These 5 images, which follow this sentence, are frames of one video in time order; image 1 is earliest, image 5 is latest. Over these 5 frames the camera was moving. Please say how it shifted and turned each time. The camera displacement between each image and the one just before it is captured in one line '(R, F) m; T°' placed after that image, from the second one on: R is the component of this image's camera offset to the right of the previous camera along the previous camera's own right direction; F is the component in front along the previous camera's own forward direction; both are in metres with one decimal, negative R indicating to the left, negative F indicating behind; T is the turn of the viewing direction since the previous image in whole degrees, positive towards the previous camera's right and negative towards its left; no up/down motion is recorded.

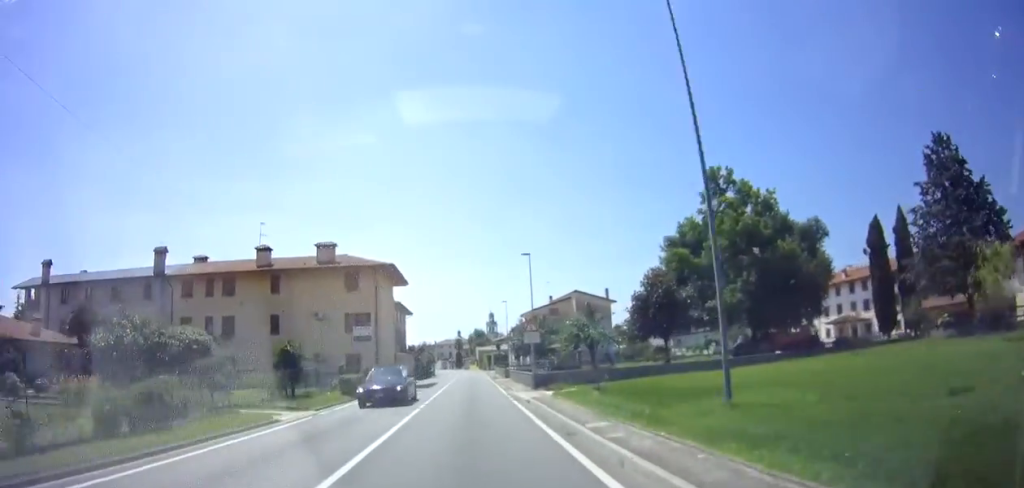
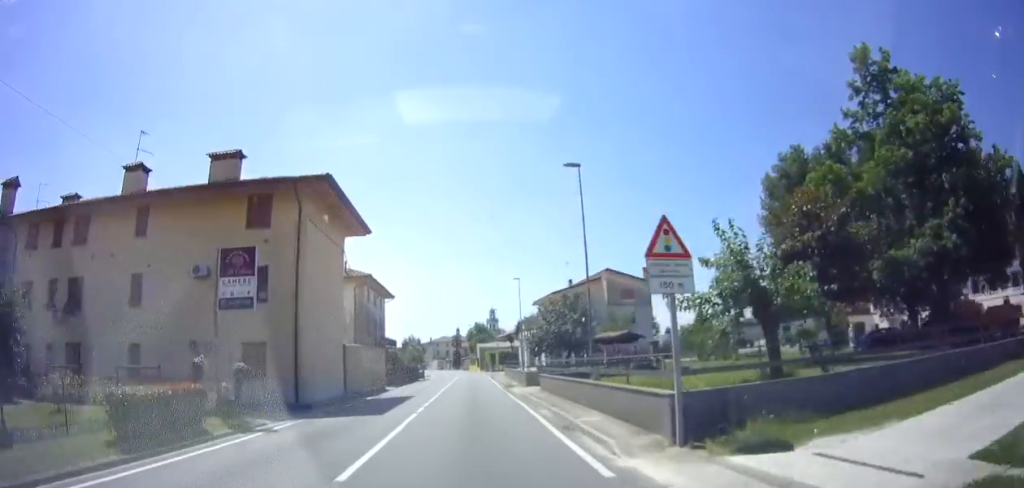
(0.0, +18.5) m; 0°
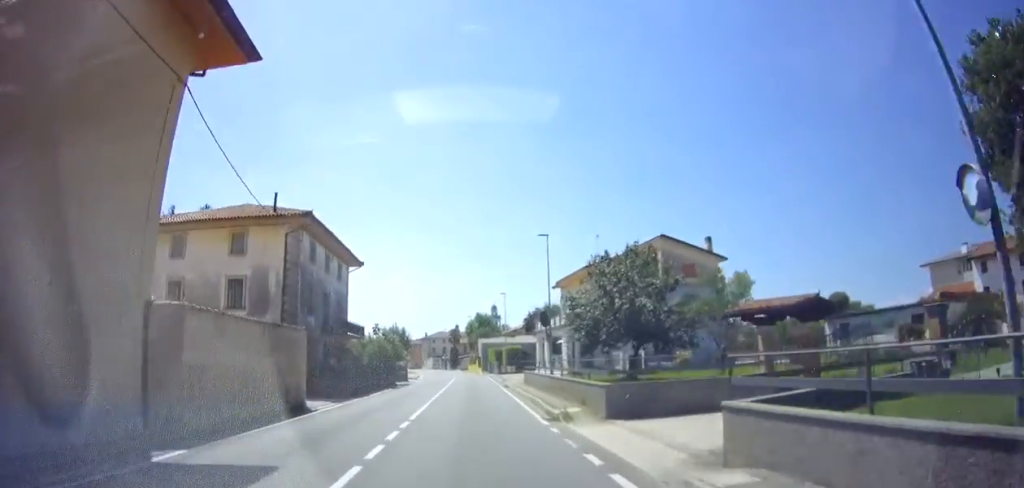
(0.0, +18.0) m; 0°
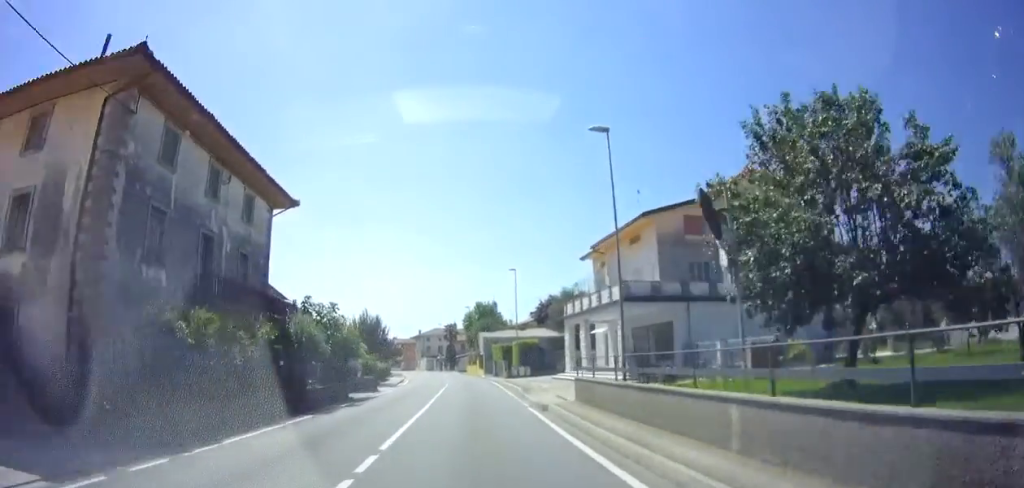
(0.0, +15.5) m; 0°
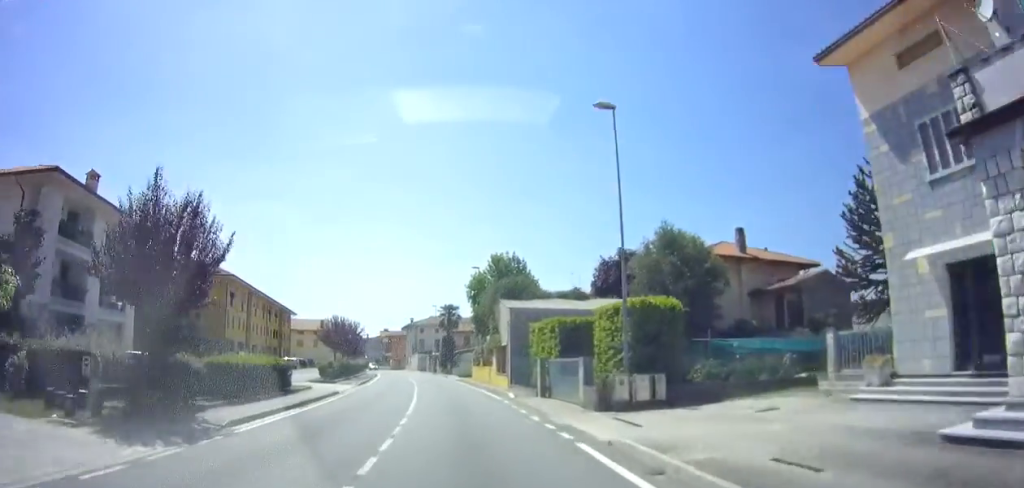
(-0.1, +30.4) m; -3°
